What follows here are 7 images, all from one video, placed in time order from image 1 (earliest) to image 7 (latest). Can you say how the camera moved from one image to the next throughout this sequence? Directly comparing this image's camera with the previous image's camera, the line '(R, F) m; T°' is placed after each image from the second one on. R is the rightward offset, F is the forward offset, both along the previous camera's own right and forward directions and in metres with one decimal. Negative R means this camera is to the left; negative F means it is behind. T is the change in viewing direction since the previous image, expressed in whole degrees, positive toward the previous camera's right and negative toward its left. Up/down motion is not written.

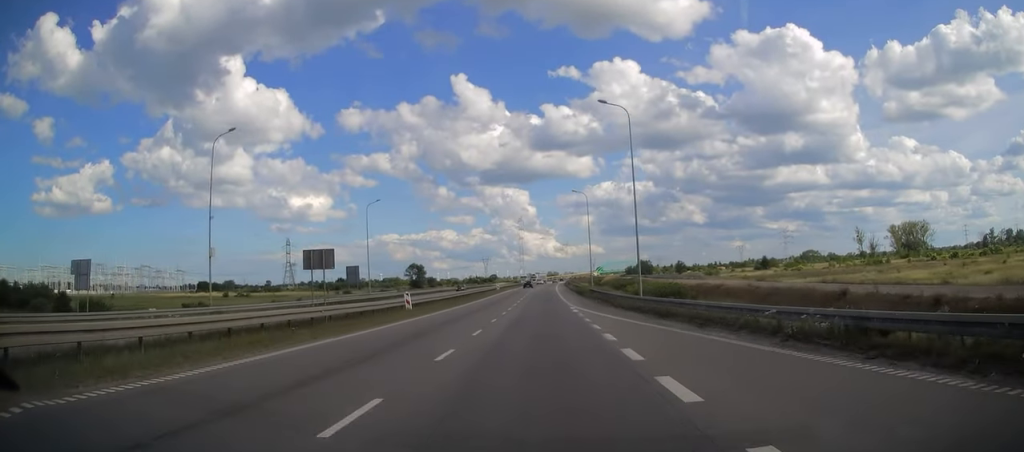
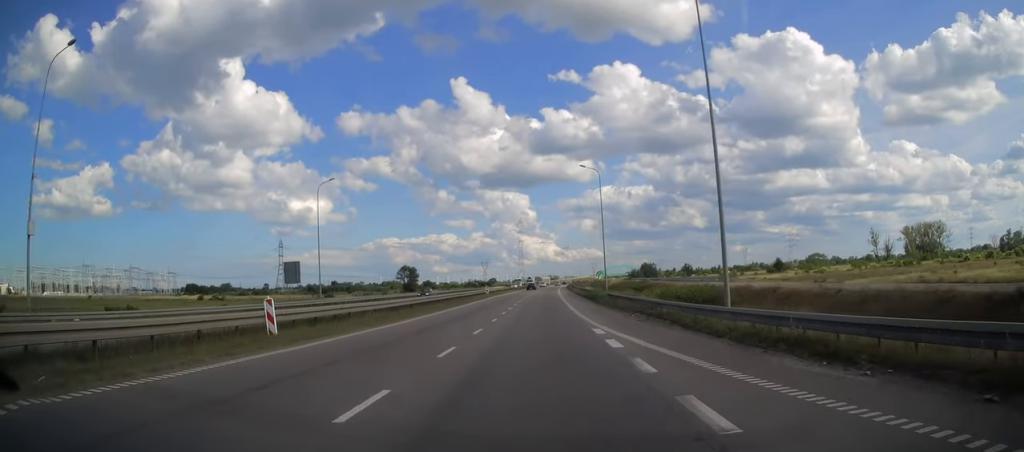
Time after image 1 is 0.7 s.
(0.0, +17.5) m; 0°
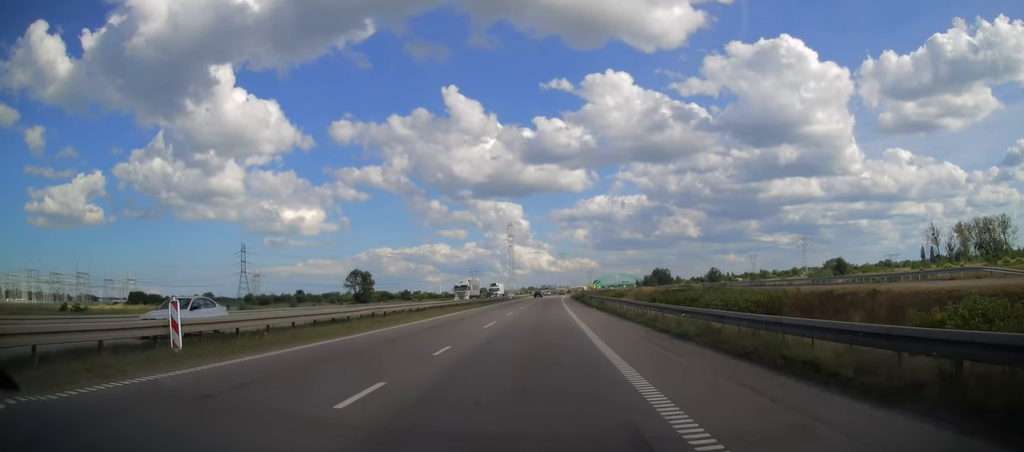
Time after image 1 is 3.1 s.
(-0.1, +65.8) m; 0°
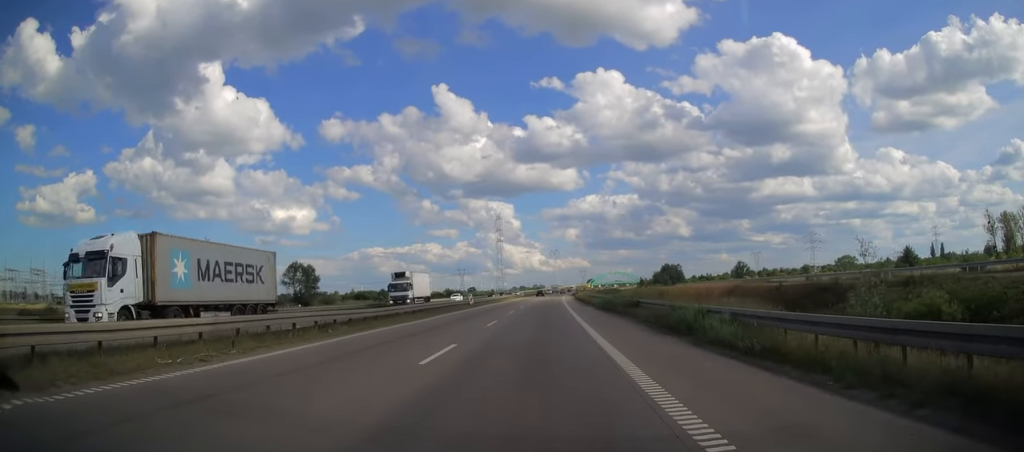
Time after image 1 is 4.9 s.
(+0.6, +48.1) m; +1°
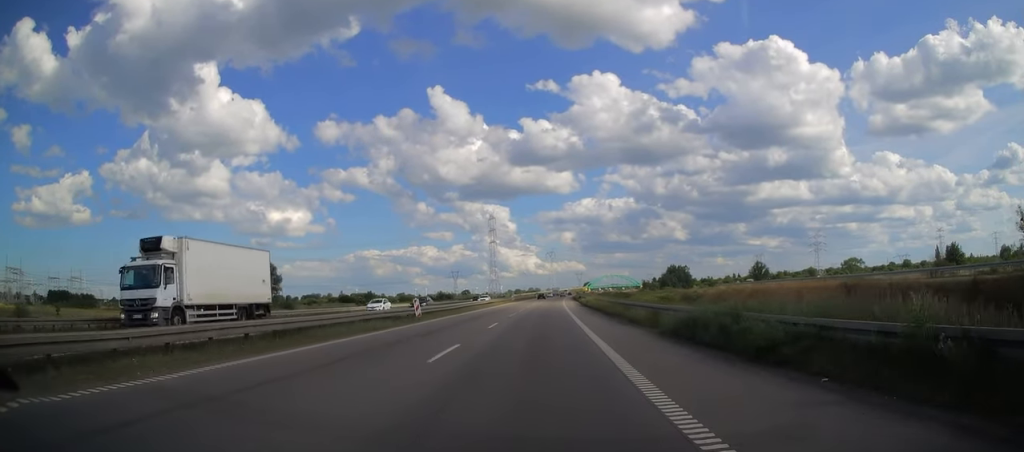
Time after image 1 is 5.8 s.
(0.0, +23.6) m; 0°
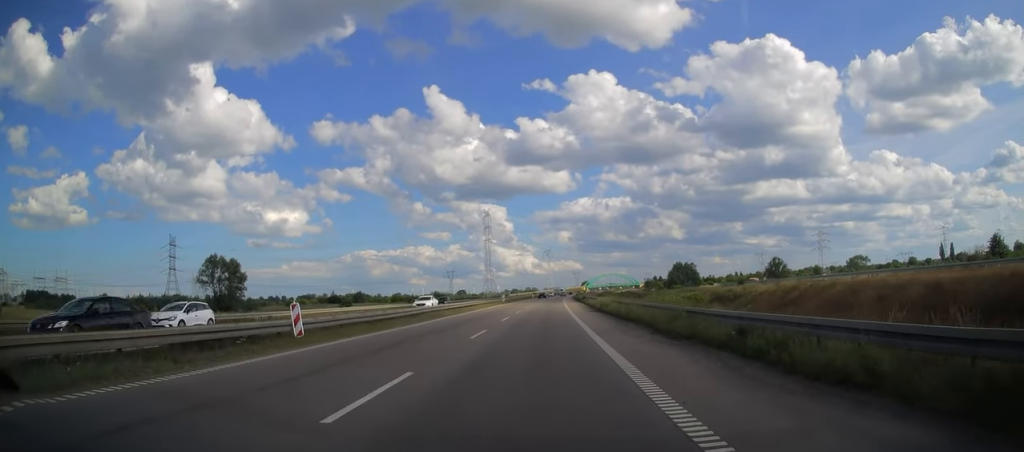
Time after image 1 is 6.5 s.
(0.0, +17.8) m; 0°
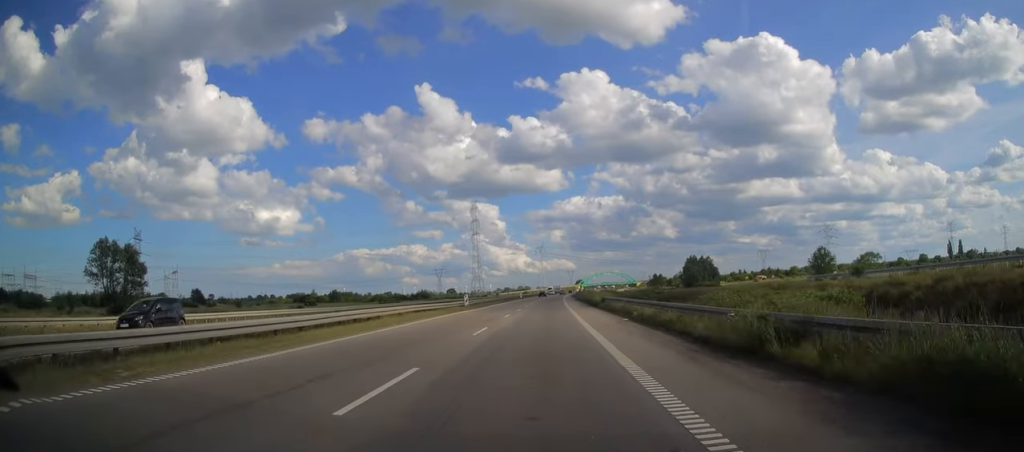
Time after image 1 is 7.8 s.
(+0.2, +36.0) m; +1°
